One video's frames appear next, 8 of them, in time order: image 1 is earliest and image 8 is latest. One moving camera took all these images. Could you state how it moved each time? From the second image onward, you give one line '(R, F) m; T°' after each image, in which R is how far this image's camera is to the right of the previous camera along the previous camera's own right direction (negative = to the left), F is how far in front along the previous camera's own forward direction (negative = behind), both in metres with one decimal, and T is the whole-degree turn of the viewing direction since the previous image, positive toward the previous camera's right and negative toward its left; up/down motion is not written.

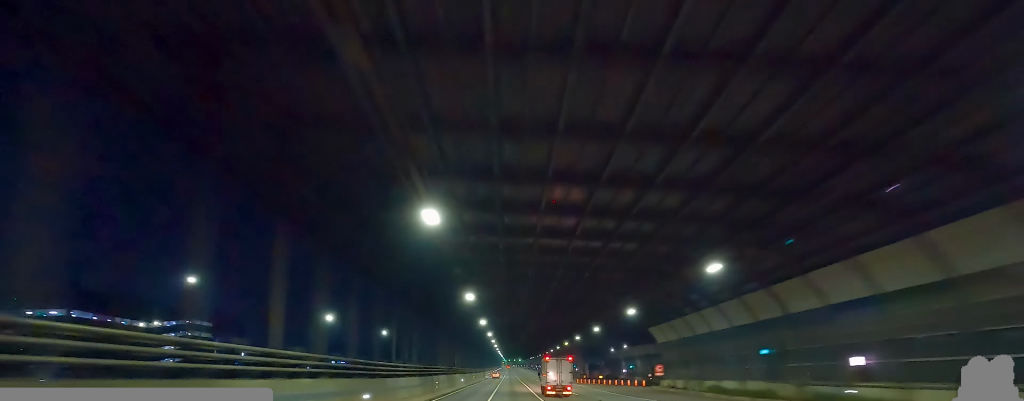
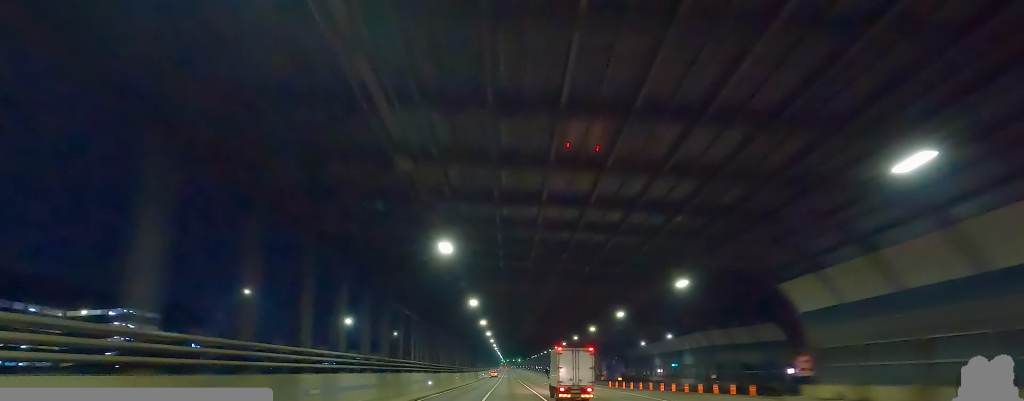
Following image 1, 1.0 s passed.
(-0.3, +29.5) m; -2°
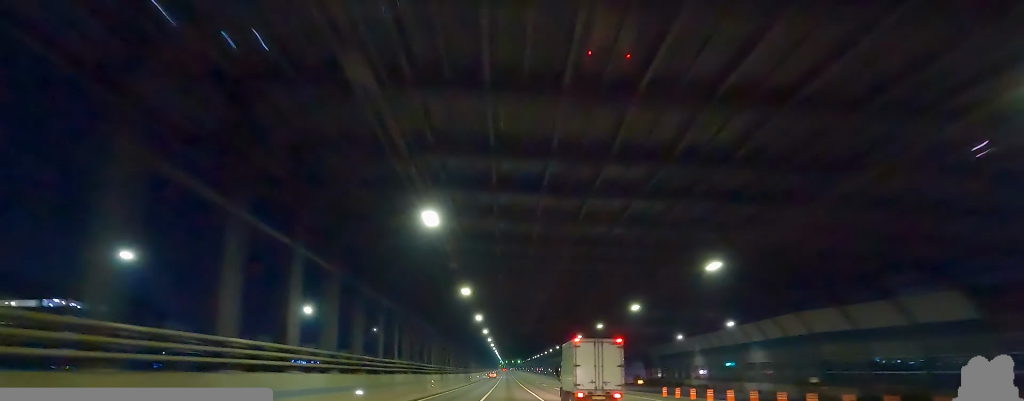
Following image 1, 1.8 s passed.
(-0.3, +20.8) m; 0°
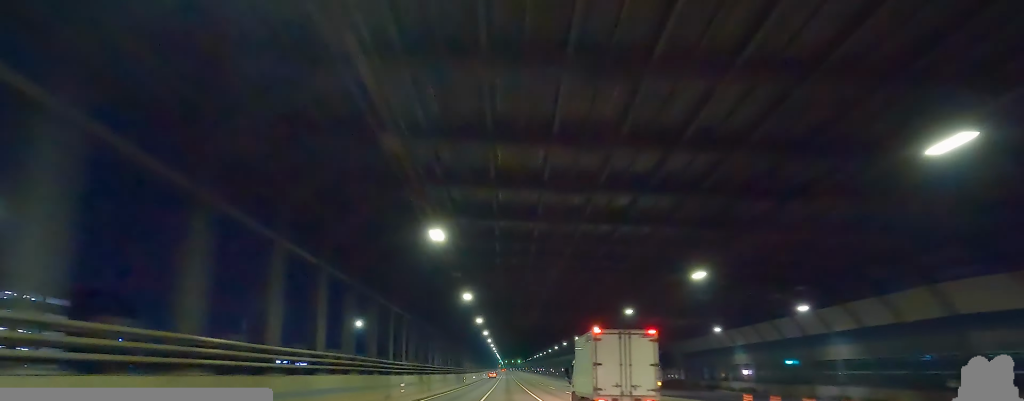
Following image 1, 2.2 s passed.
(-0.3, +13.2) m; +1°
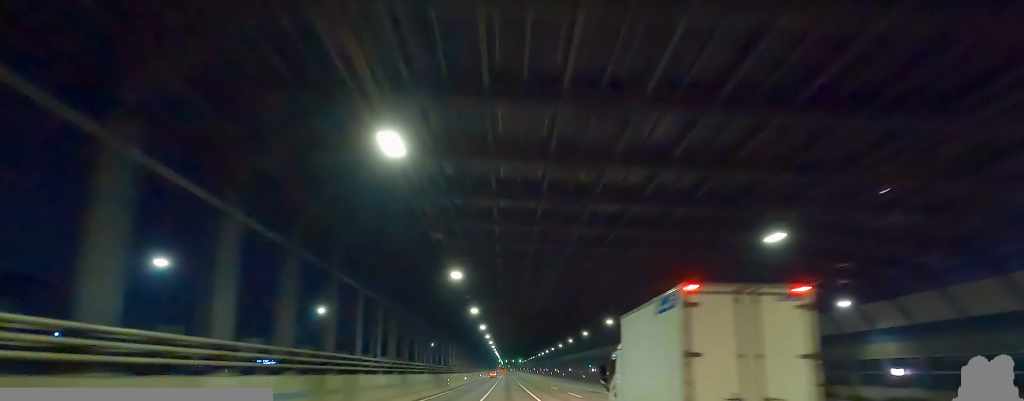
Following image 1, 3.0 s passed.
(+1.0, +22.7) m; 0°
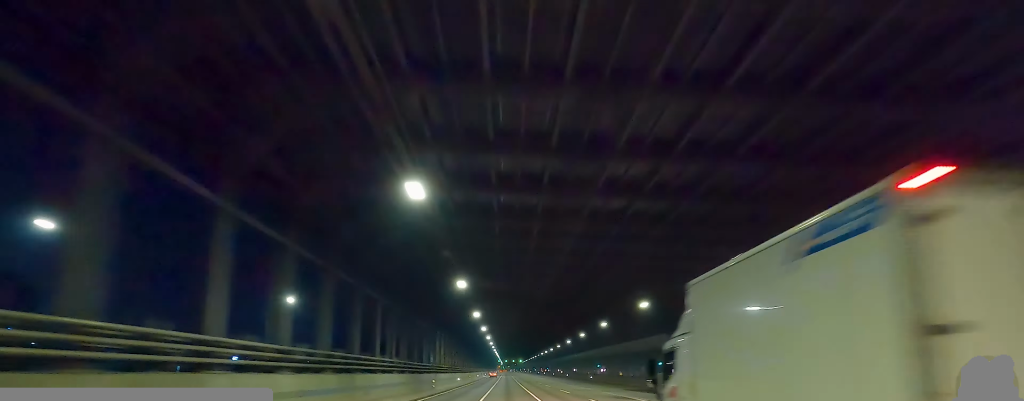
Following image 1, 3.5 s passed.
(-0.1, +12.2) m; 0°
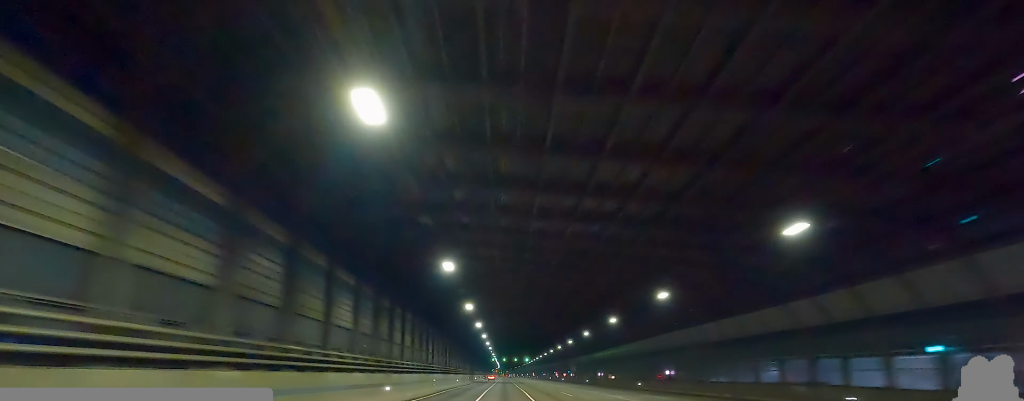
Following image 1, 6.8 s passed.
(-0.3, +95.5) m; -2°
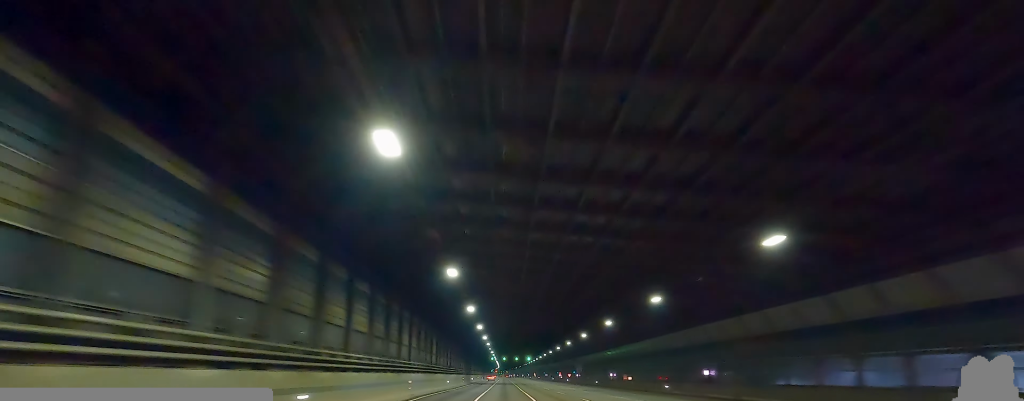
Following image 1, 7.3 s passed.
(-0.5, +13.3) m; 0°
